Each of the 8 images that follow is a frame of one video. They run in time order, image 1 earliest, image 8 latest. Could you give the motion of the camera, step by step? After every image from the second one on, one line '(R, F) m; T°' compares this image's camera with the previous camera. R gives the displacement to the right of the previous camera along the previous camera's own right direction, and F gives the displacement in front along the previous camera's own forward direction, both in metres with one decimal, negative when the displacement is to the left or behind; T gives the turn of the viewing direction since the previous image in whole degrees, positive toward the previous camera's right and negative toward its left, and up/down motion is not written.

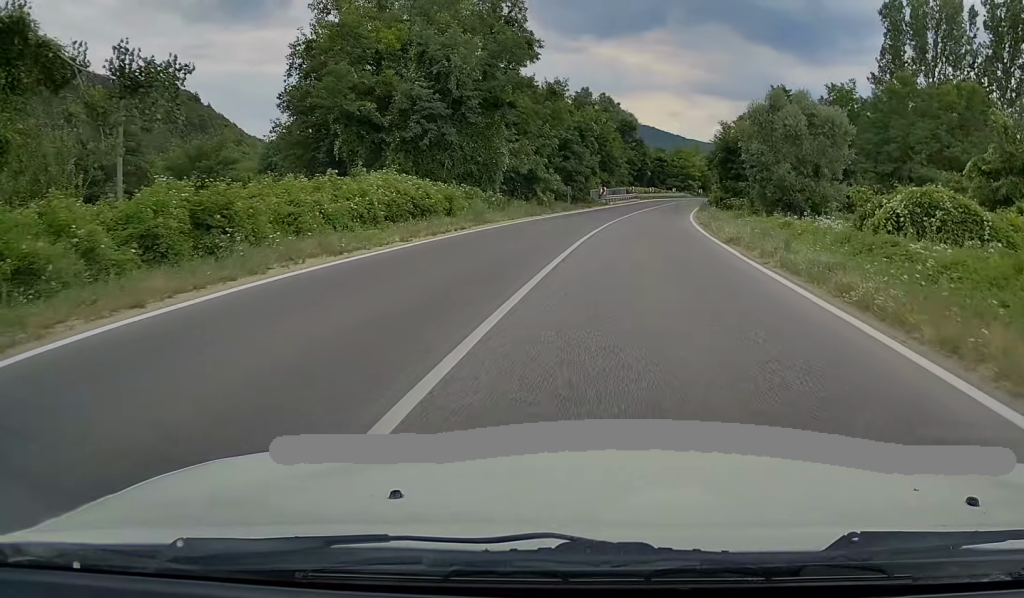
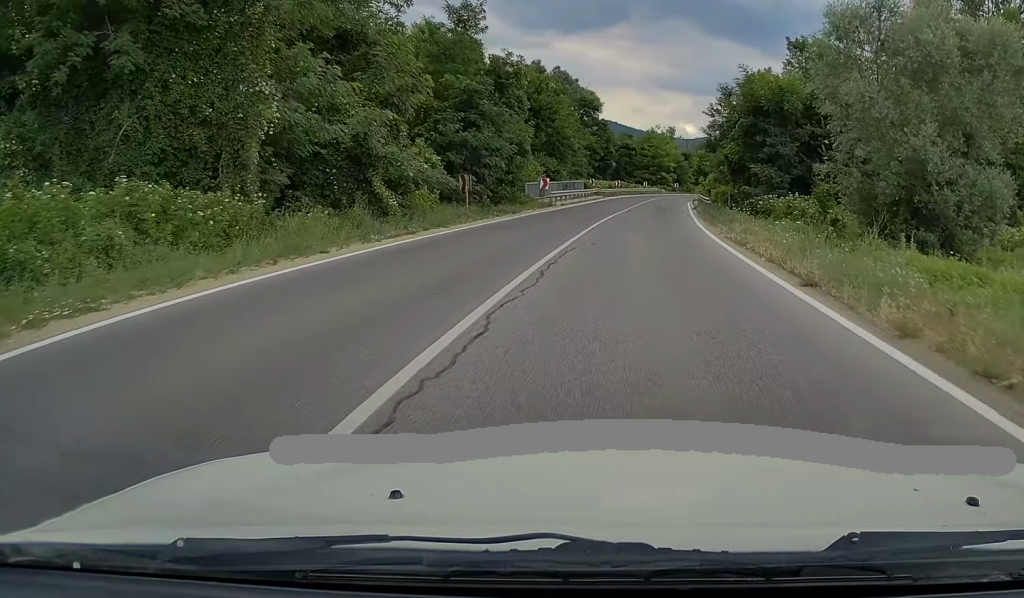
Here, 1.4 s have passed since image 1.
(+1.1, +25.7) m; +3°
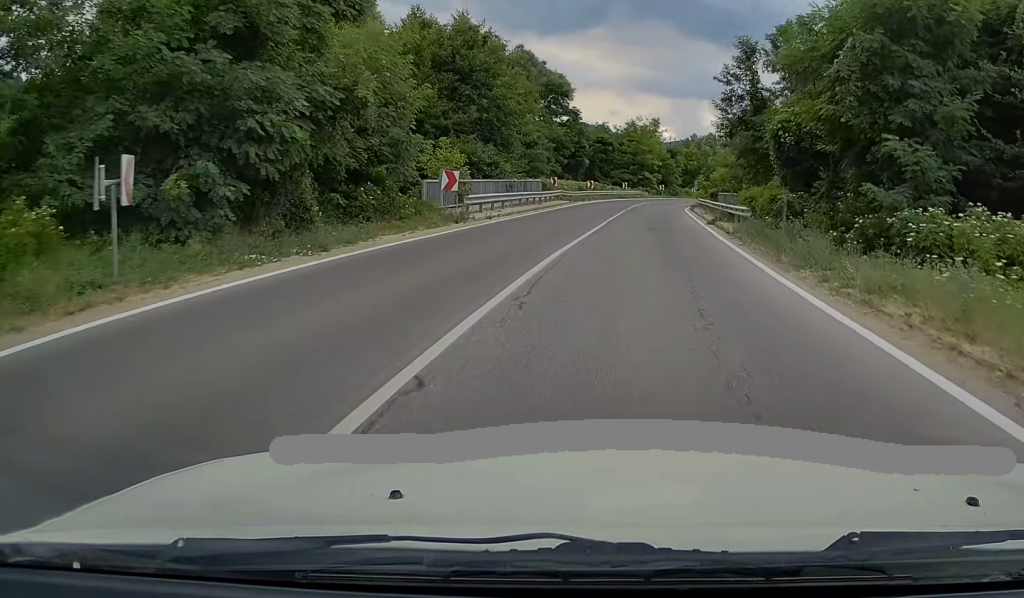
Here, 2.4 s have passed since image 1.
(+0.2, +19.4) m; +2°
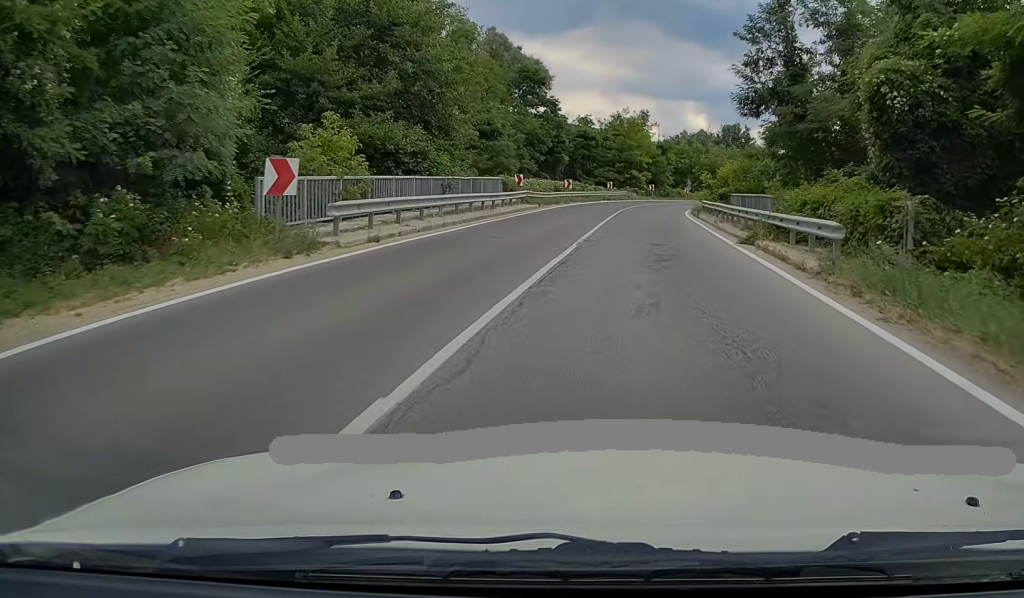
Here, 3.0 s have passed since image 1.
(+0.1, +11.3) m; +1°
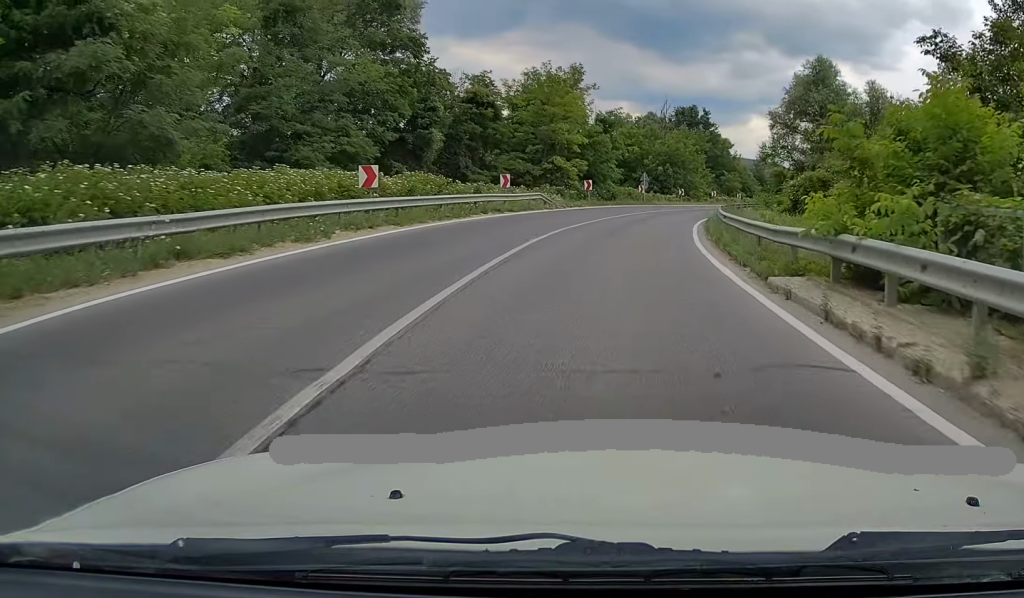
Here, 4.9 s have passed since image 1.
(+1.3, +35.4) m; +6°
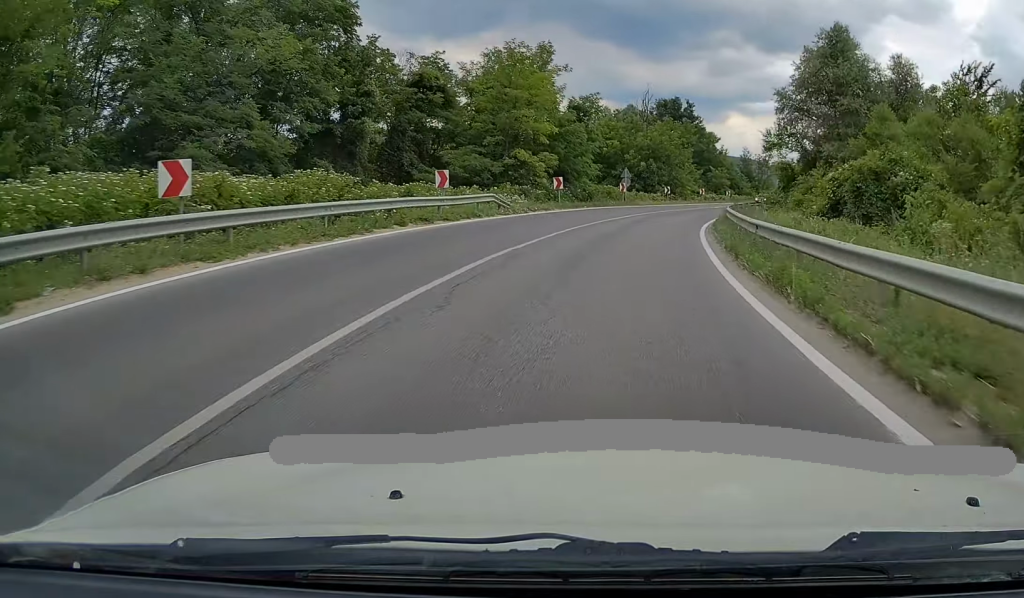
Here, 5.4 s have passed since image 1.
(+0.4, +9.0) m; +2°
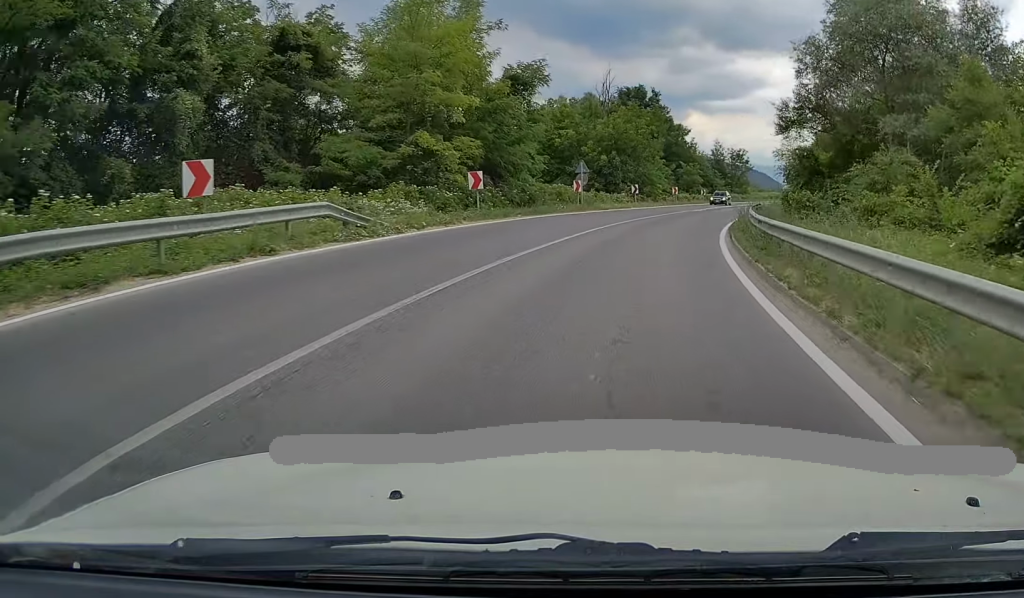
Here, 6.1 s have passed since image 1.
(+0.3, +14.1) m; +3°
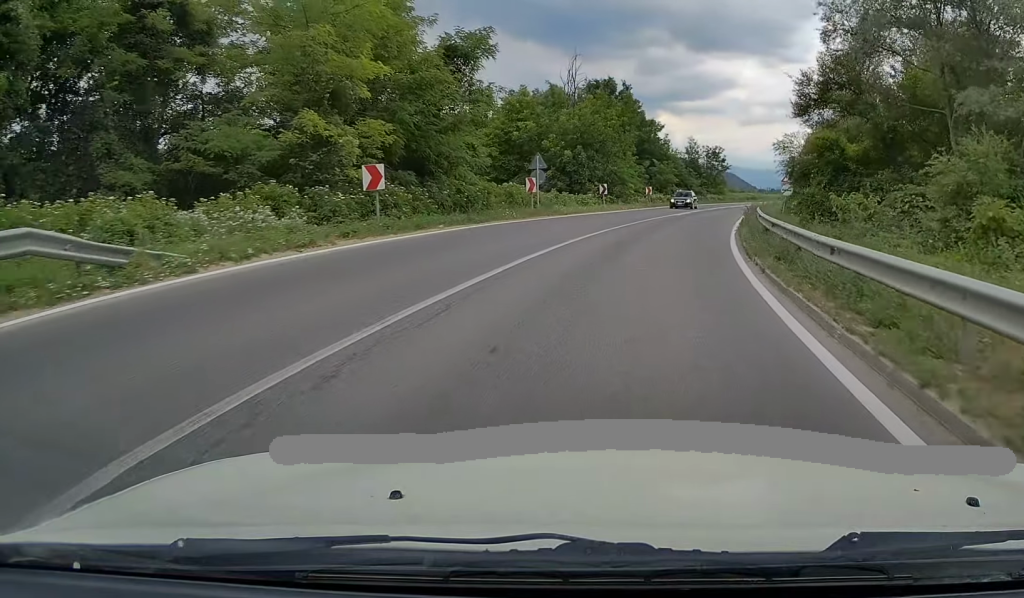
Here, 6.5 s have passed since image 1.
(+0.2, +8.4) m; +2°
